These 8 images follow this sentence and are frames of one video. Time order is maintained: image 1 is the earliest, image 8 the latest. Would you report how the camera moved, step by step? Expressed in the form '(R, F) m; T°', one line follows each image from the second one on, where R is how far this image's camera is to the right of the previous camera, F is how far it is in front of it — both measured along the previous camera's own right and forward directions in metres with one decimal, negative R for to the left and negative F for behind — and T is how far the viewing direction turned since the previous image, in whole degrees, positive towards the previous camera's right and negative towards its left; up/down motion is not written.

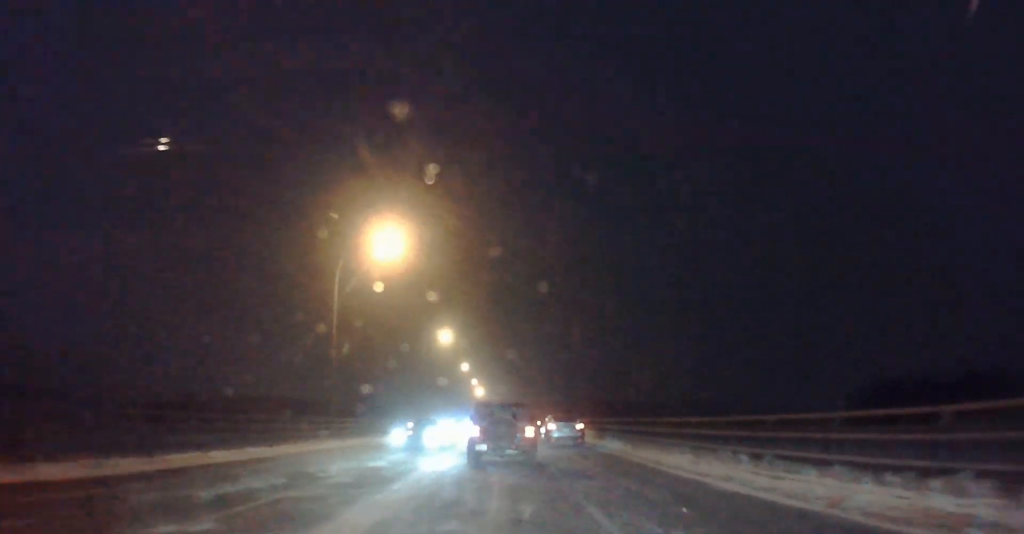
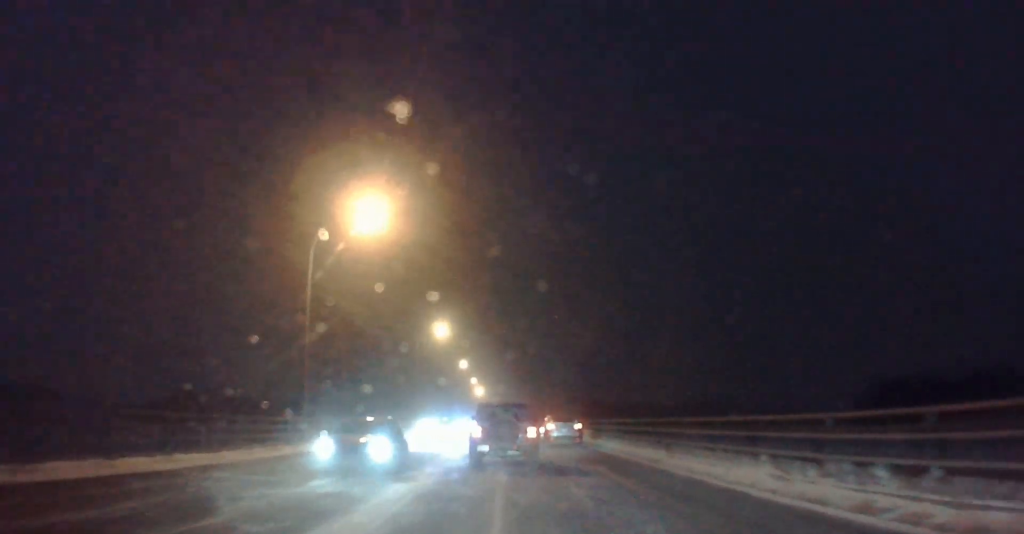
(-0.1, +5.8) m; 0°
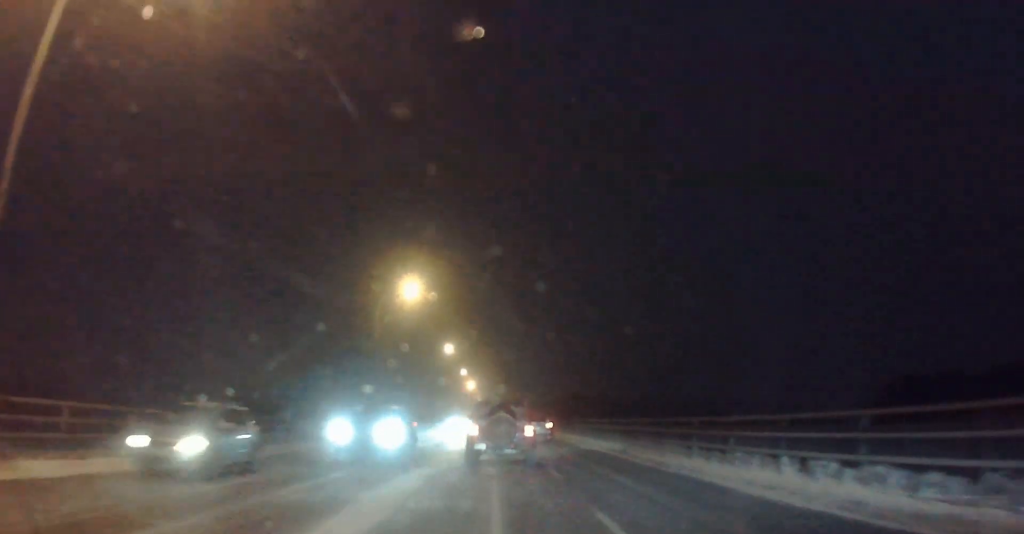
(+0.7, +21.9) m; +1°
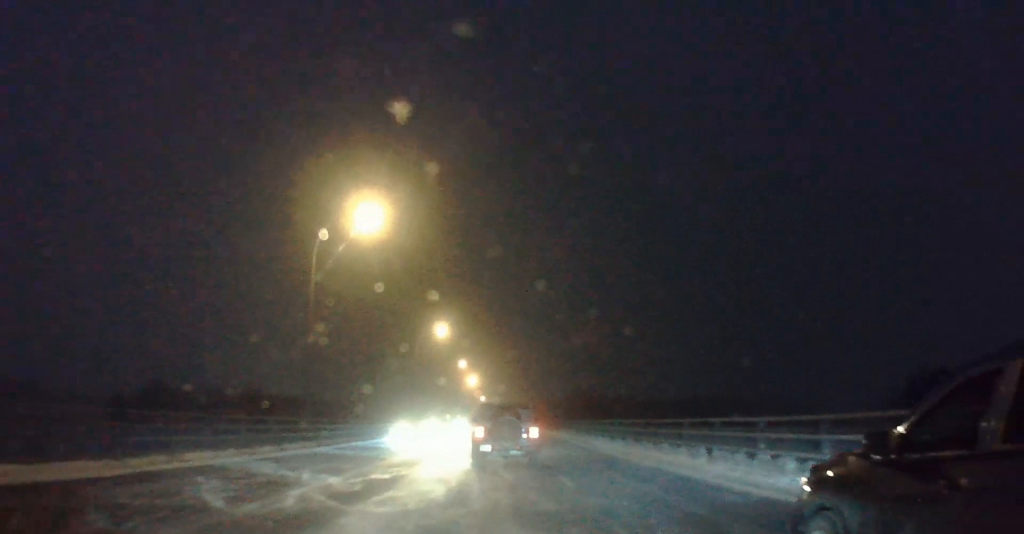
(-0.2, +19.3) m; -1°
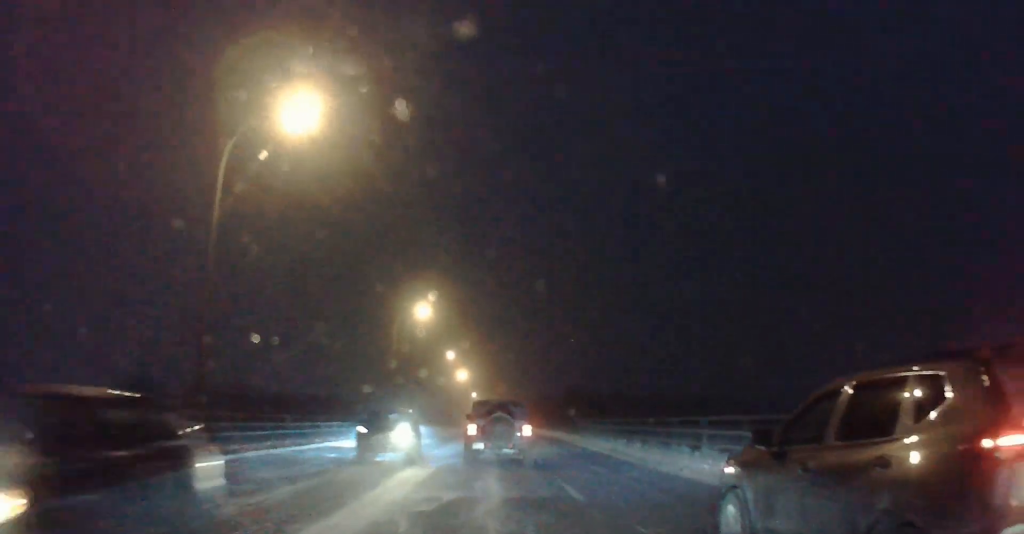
(0.0, +11.8) m; 0°
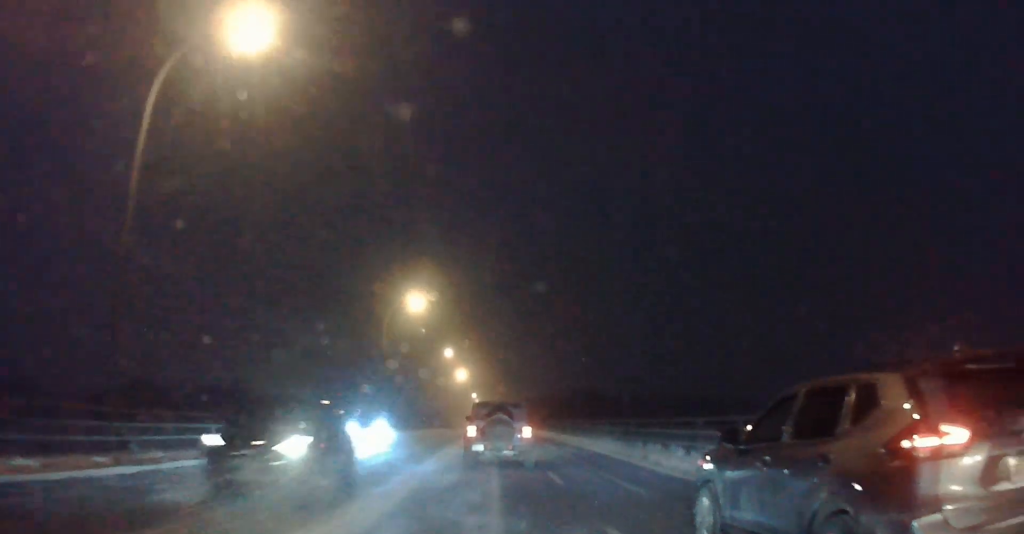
(0.0, +5.4) m; 0°
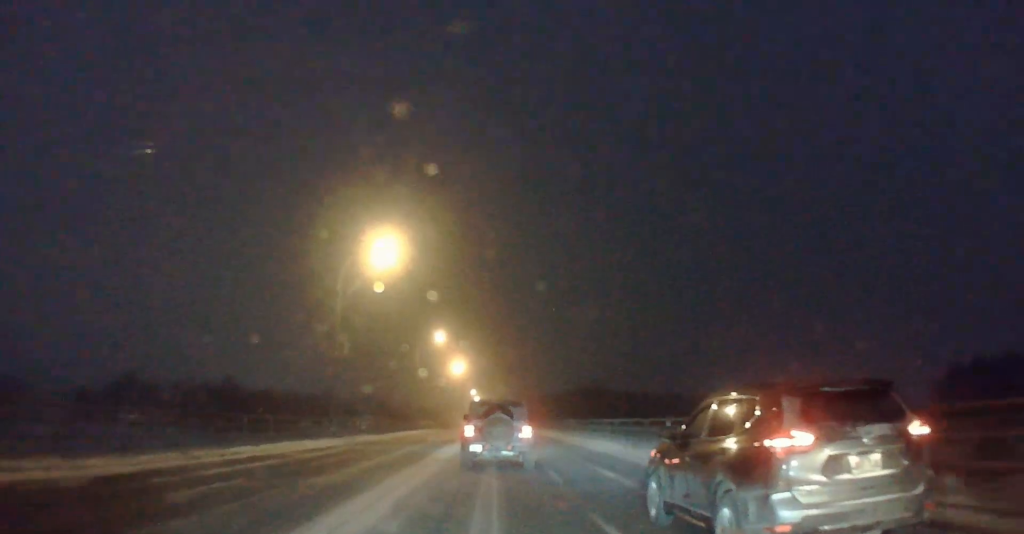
(0.0, +17.4) m; 0°
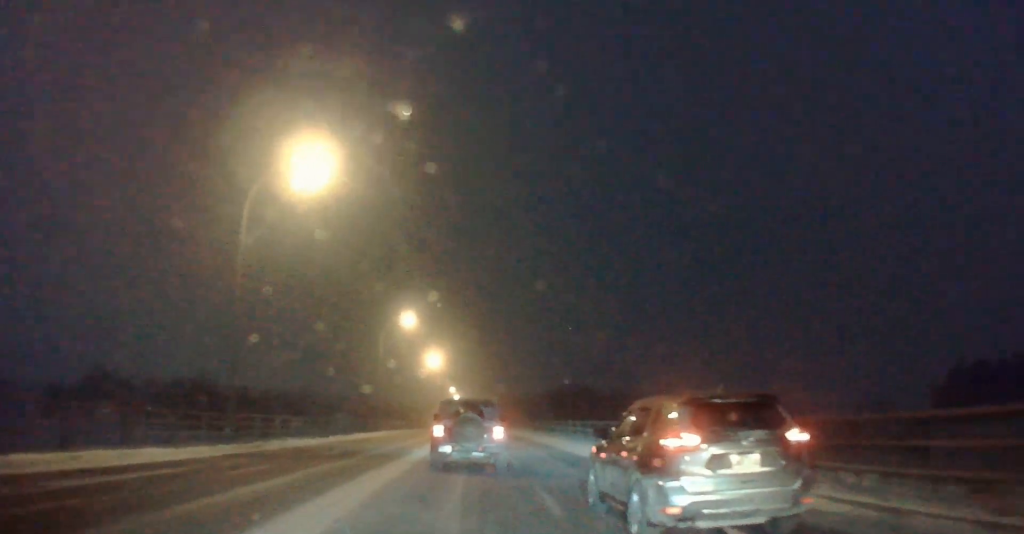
(0.0, +13.9) m; 0°
